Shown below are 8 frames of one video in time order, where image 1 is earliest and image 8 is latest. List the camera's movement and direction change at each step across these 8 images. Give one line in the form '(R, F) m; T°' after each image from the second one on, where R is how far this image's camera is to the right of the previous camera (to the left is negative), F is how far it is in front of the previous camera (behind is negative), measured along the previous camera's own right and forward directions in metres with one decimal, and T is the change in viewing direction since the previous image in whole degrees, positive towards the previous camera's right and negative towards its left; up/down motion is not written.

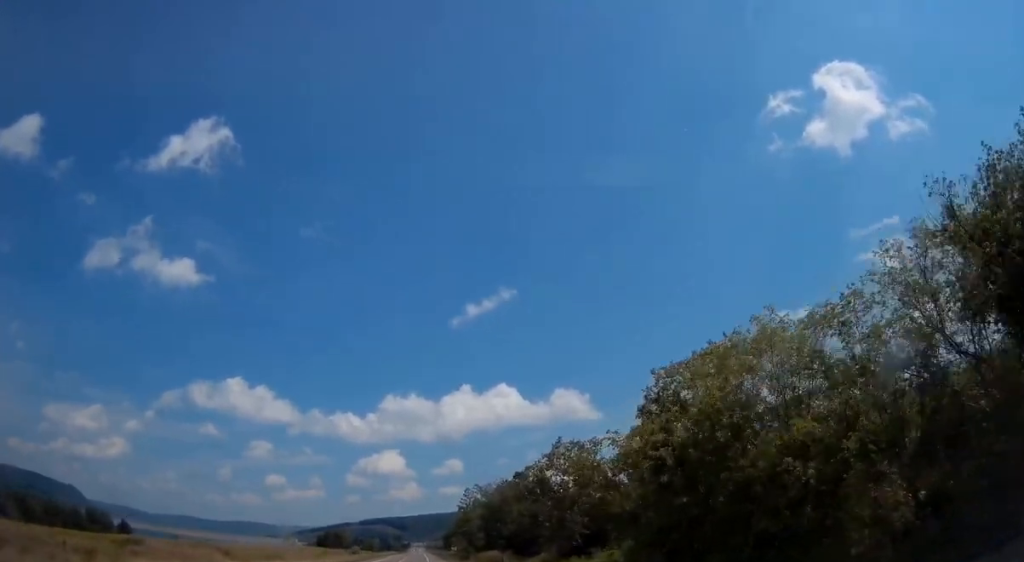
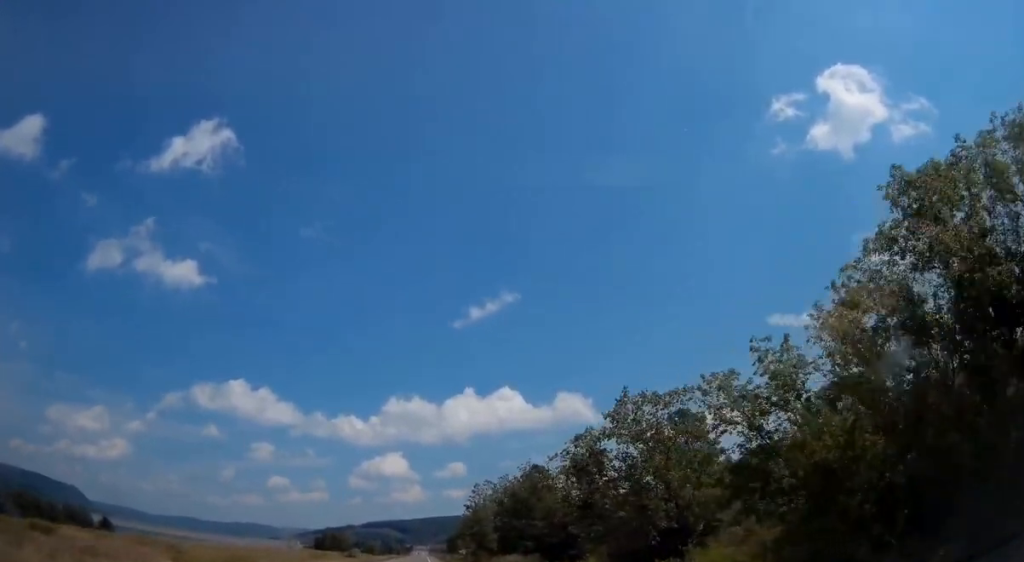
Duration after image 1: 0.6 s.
(0.0, +14.7) m; 0°
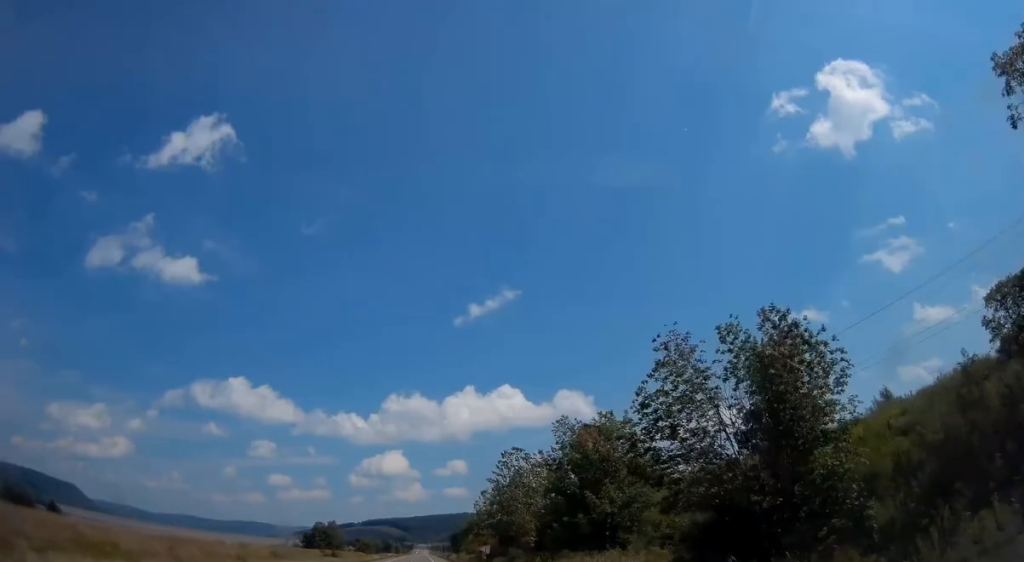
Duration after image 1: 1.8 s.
(+0.2, +31.1) m; +1°
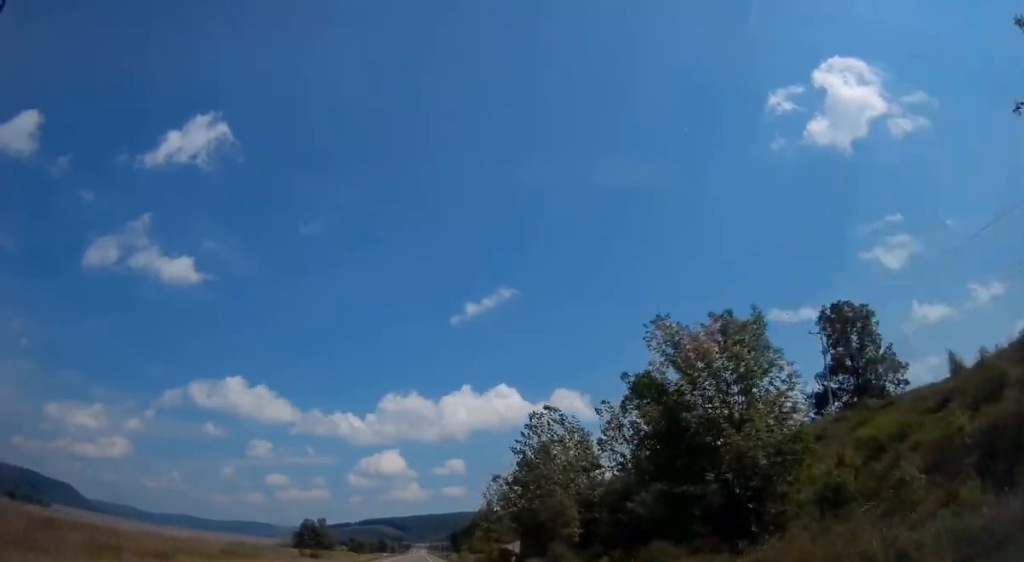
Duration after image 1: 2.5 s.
(+0.4, +19.8) m; 0°
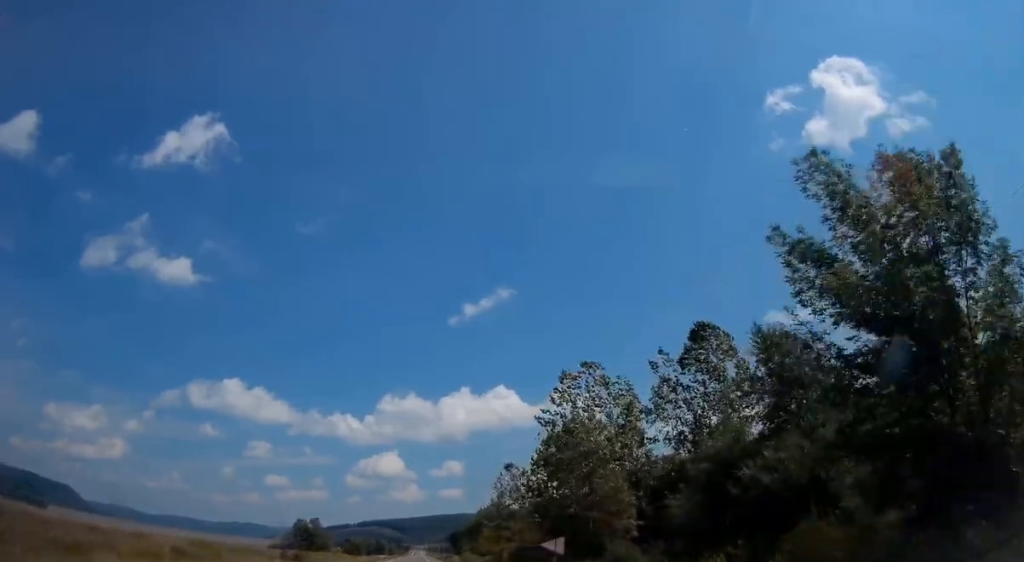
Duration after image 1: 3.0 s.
(-0.3, +12.9) m; -1°
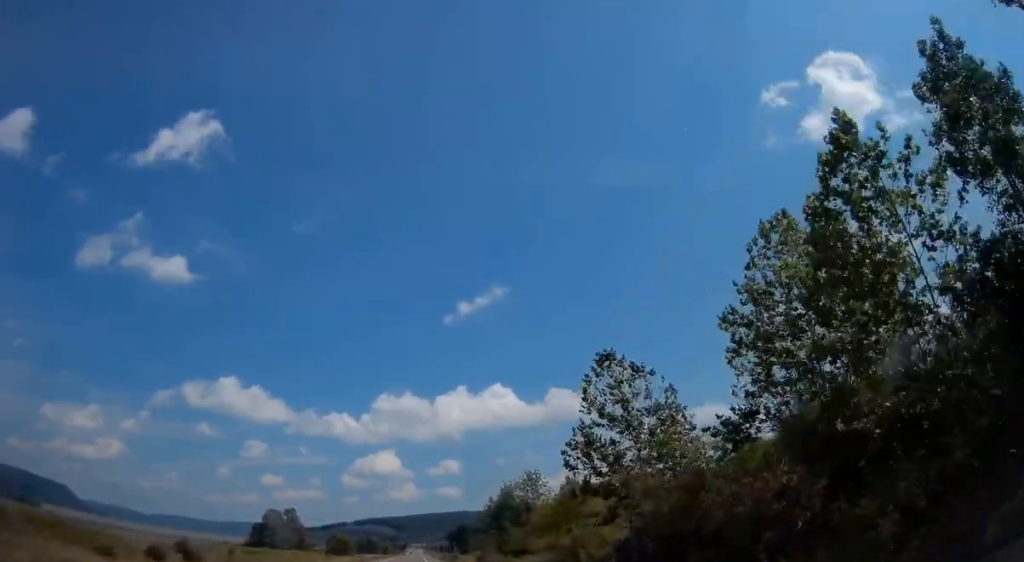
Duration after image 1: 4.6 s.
(-0.4, +39.8) m; 0°
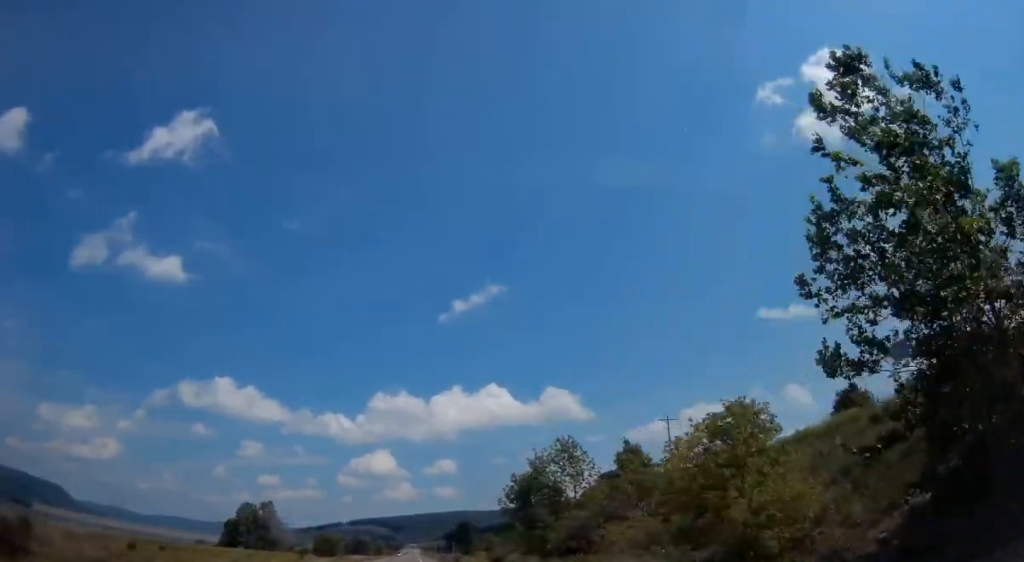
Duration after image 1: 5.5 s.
(0.0, +23.5) m; +1°
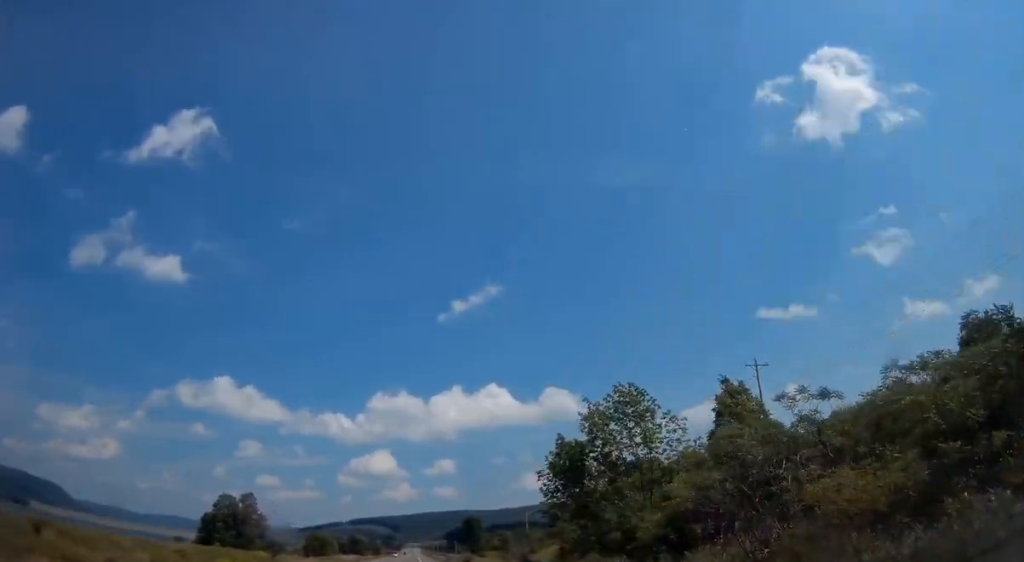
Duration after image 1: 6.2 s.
(+0.3, +19.1) m; 0°
